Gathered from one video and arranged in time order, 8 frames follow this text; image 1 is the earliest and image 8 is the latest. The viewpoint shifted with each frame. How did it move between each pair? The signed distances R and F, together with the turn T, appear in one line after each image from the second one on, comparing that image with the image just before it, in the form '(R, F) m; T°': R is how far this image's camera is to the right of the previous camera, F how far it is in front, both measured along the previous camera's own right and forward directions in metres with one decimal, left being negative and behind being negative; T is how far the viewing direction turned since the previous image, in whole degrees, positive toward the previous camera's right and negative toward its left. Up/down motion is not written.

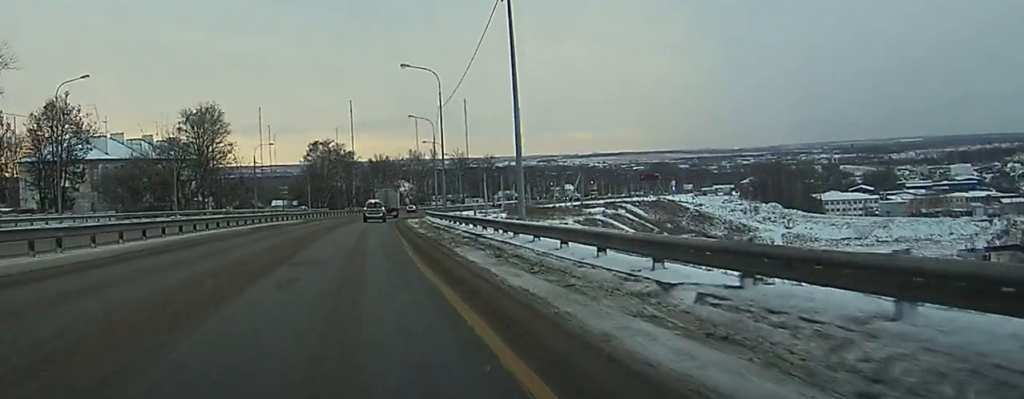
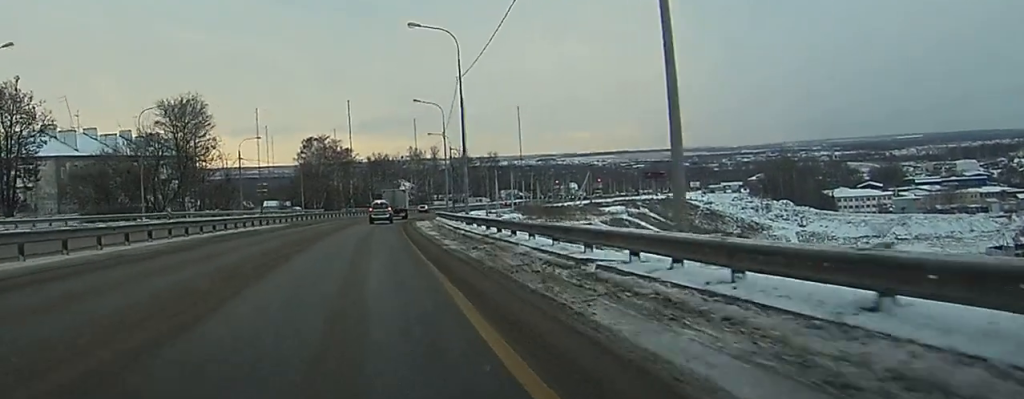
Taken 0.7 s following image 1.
(0.0, +14.7) m; 0°
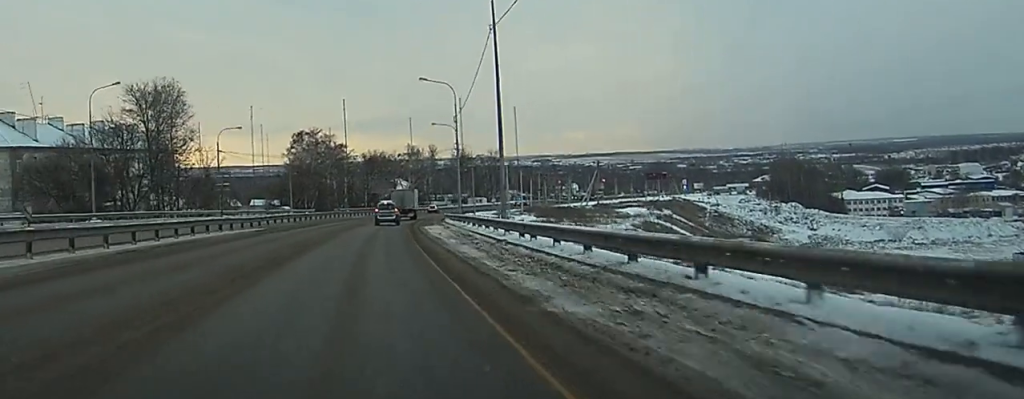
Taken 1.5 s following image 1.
(0.0, +14.6) m; 0°
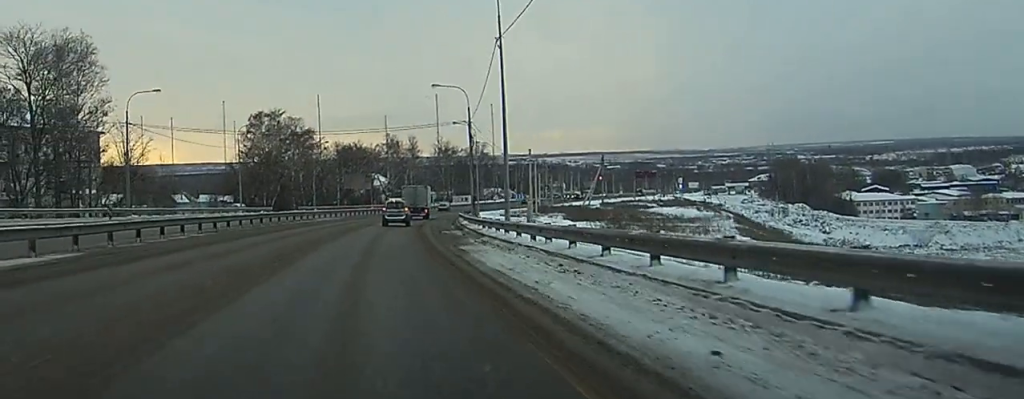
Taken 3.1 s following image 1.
(+0.3, +32.9) m; +1°
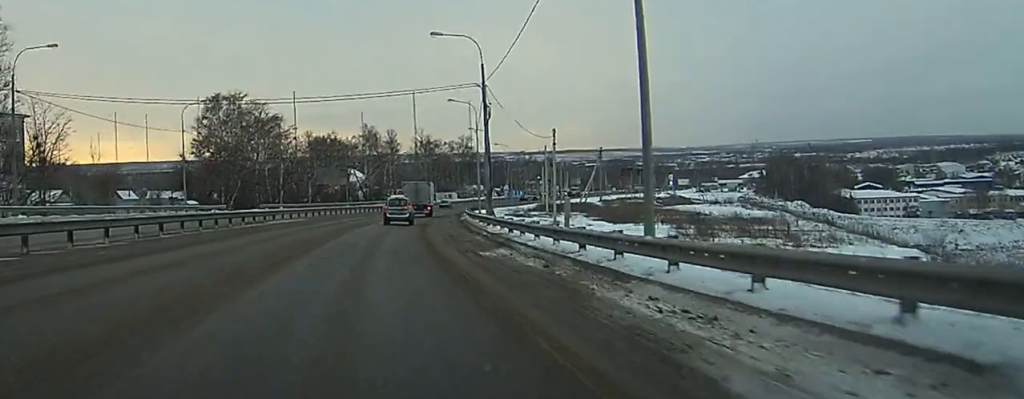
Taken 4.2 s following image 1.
(+0.2, +21.2) m; +2°
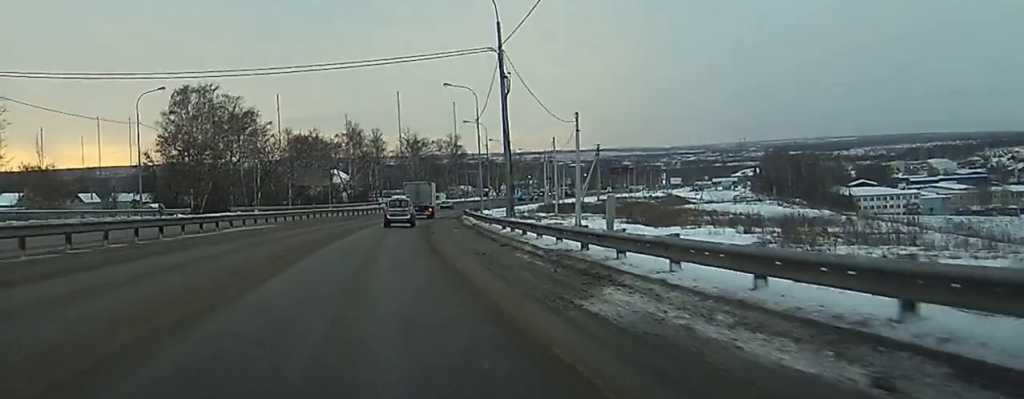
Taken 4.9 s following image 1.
(+0.2, +11.9) m; +1°
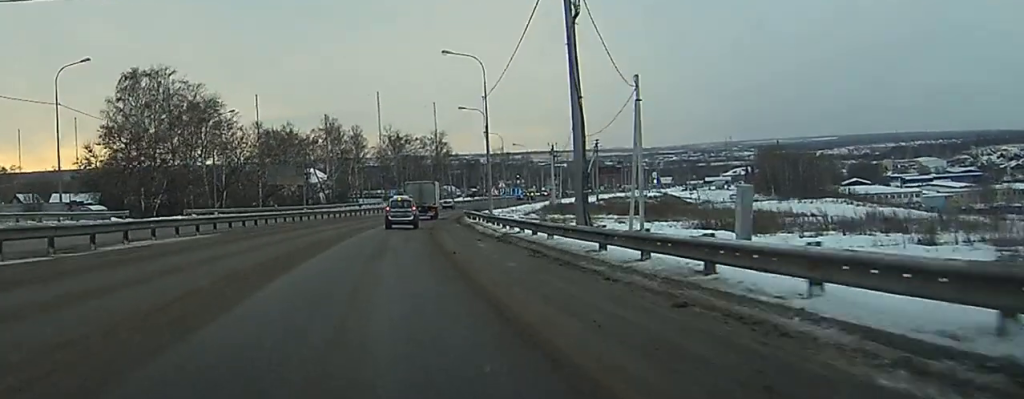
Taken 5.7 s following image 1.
(+0.1, +16.0) m; +1°
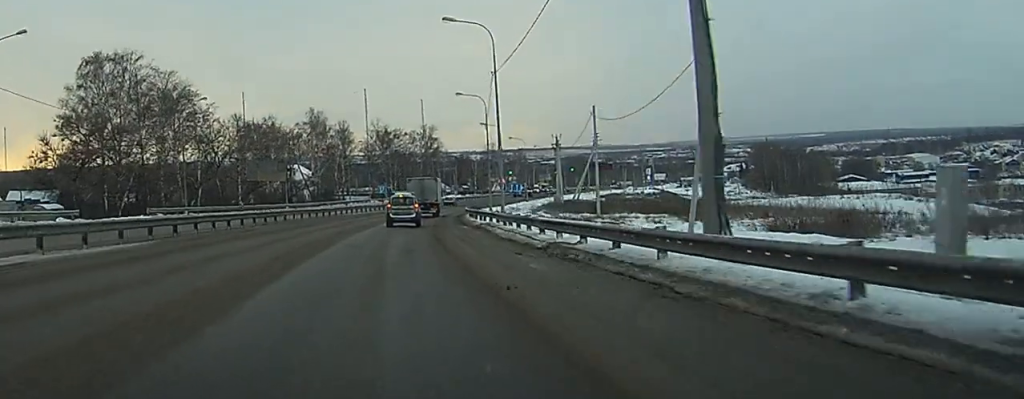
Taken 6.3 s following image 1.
(-0.1, +9.7) m; +1°
